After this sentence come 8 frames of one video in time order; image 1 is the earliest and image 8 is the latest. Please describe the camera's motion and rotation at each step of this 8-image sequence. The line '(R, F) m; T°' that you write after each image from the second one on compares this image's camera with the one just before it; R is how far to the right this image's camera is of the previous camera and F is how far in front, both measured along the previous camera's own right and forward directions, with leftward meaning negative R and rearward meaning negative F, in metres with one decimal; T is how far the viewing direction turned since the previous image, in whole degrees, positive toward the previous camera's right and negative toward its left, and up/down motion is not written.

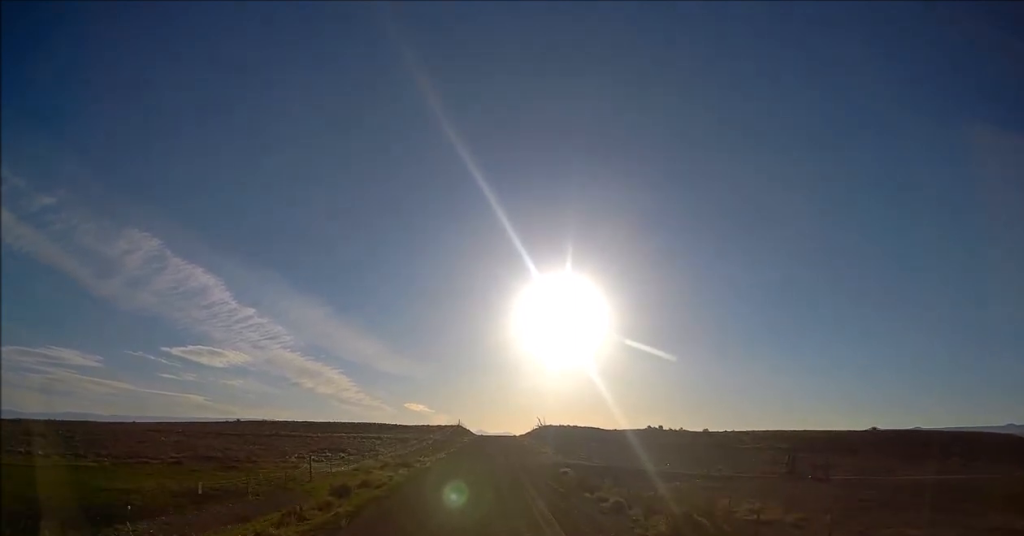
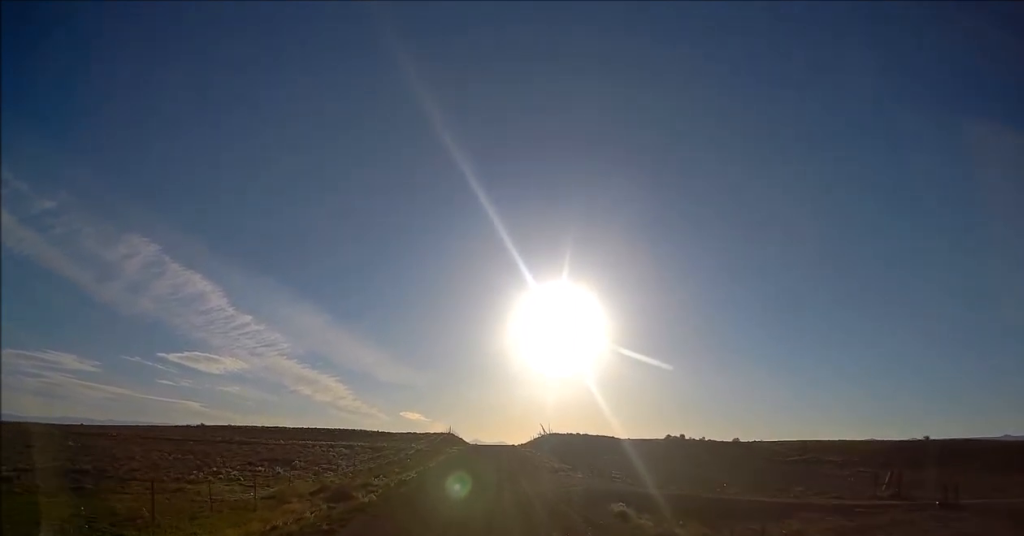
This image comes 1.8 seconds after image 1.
(0.0, +19.7) m; 0°
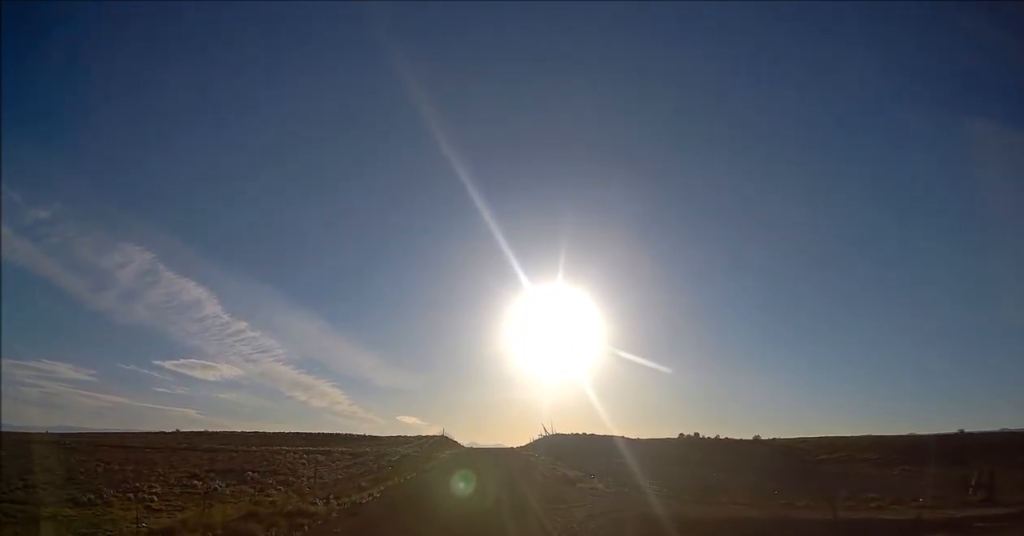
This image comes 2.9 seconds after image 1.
(-0.1, +10.7) m; 0°
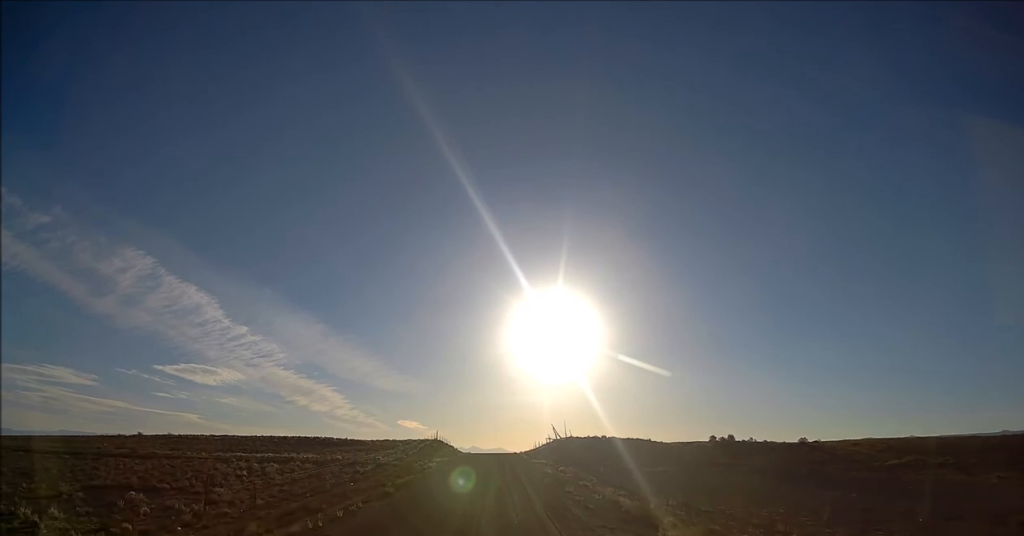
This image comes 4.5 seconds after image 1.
(+0.2, +15.5) m; +1°
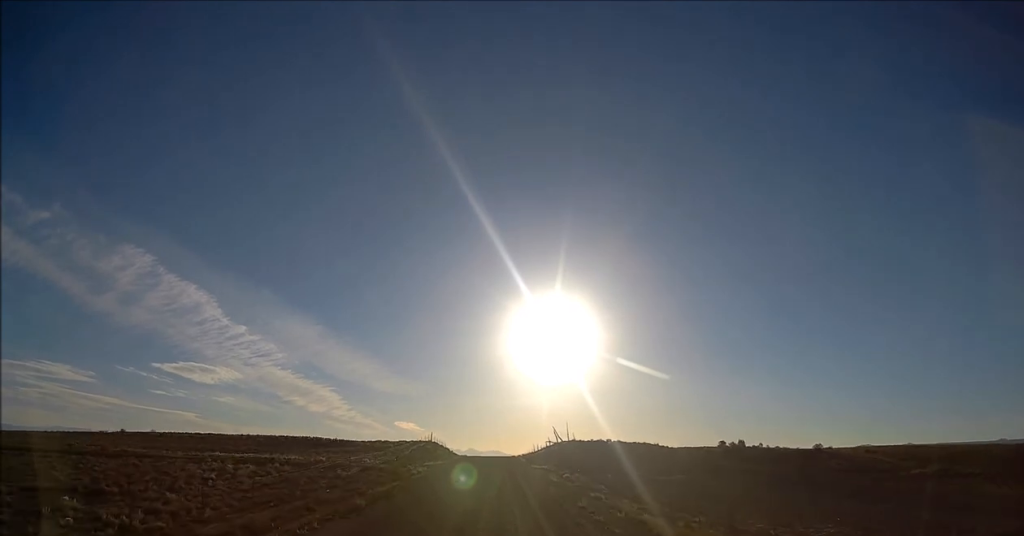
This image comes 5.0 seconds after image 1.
(0.0, +5.3) m; -1°
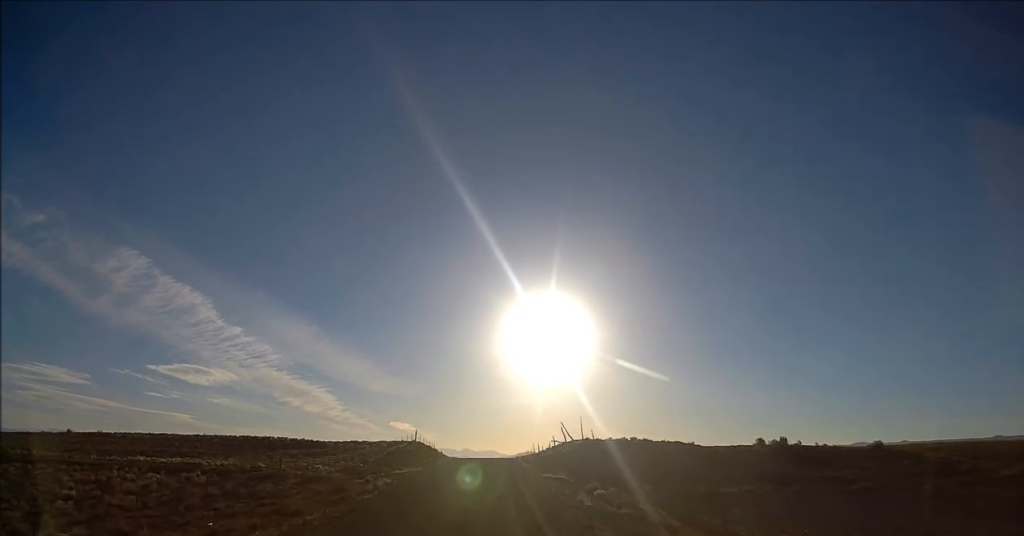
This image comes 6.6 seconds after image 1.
(-0.2, +15.9) m; -1°
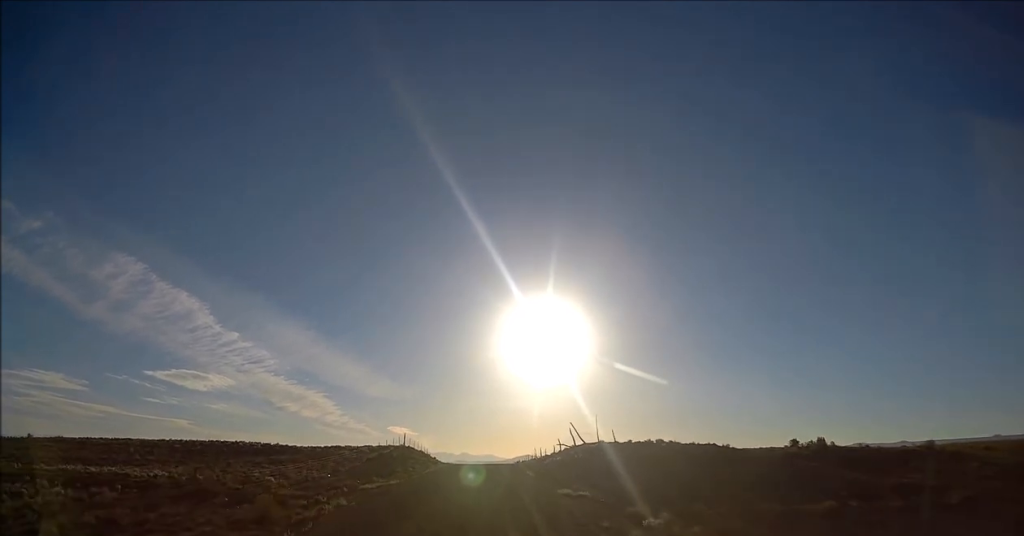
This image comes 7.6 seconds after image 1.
(+0.1, +9.6) m; +1°
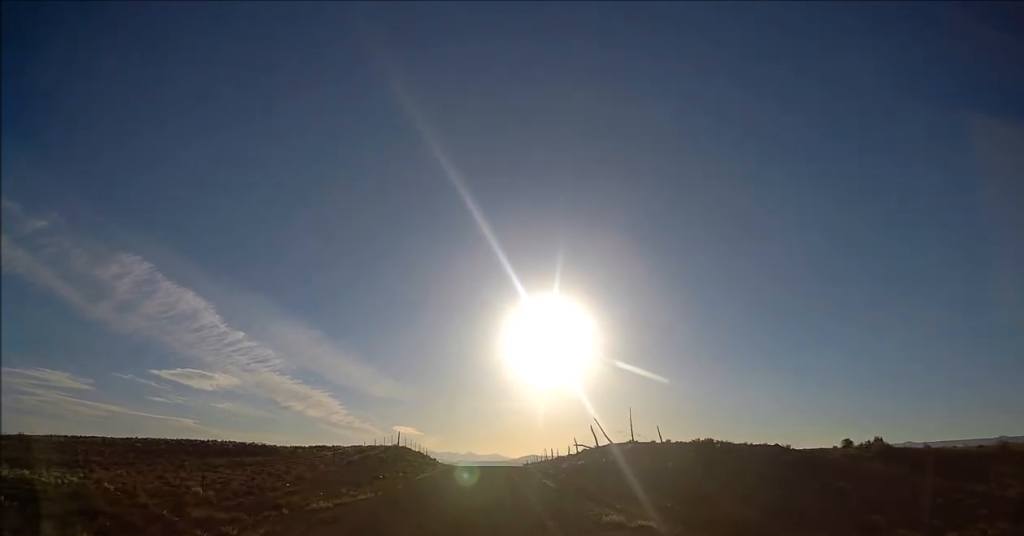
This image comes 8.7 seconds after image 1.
(+0.1, +9.6) m; +1°
